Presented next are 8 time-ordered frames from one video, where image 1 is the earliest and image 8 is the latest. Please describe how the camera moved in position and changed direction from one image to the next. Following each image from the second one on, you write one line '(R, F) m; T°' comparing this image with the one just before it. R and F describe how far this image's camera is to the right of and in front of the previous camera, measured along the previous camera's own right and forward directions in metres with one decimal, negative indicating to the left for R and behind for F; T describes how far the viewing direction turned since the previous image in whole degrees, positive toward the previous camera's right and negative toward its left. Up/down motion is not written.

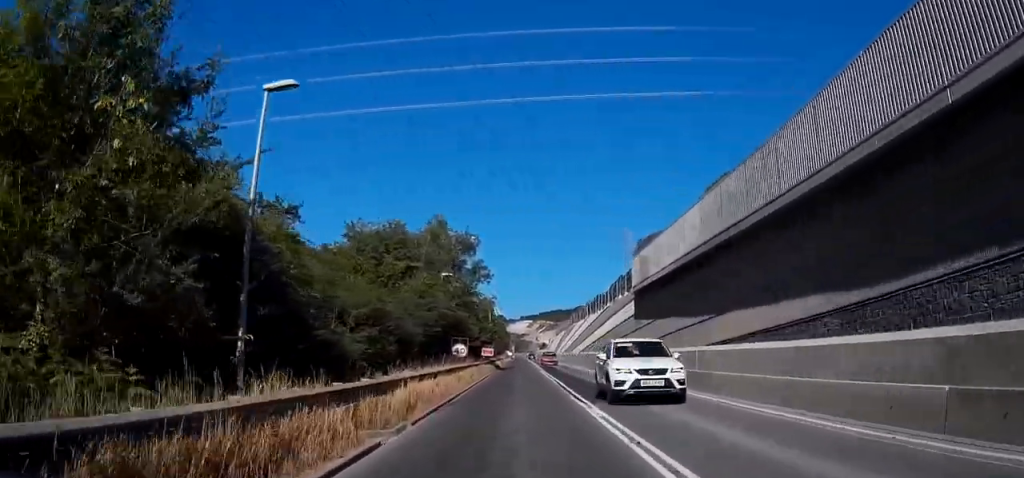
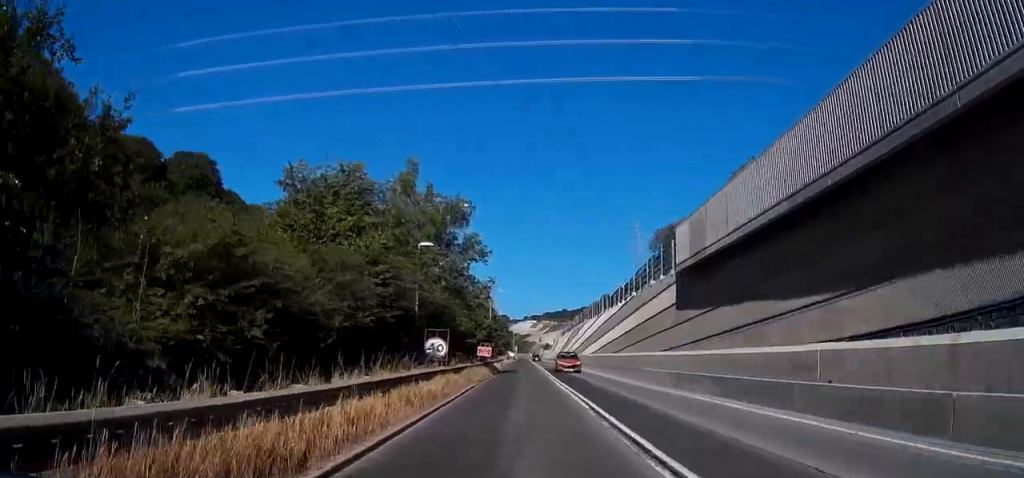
(0.0, +11.0) m; 0°
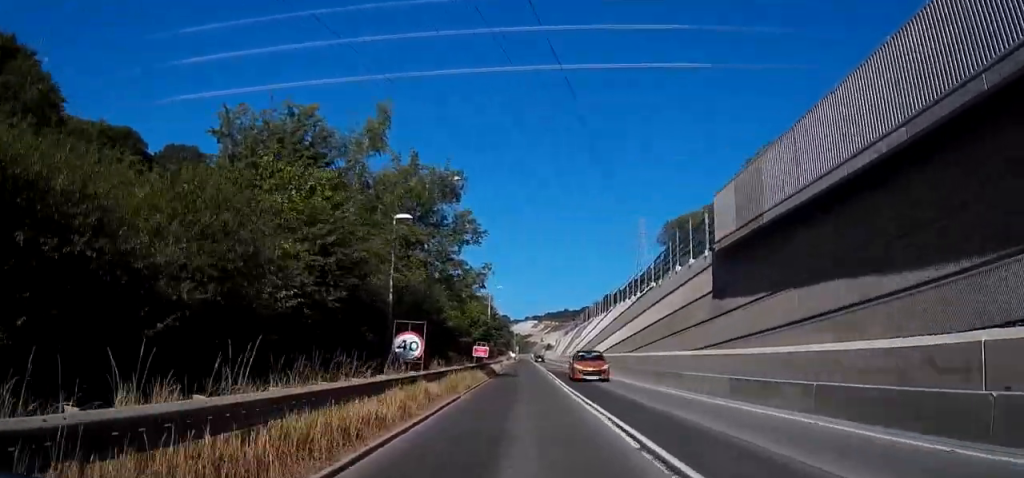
(0.0, +6.3) m; 0°
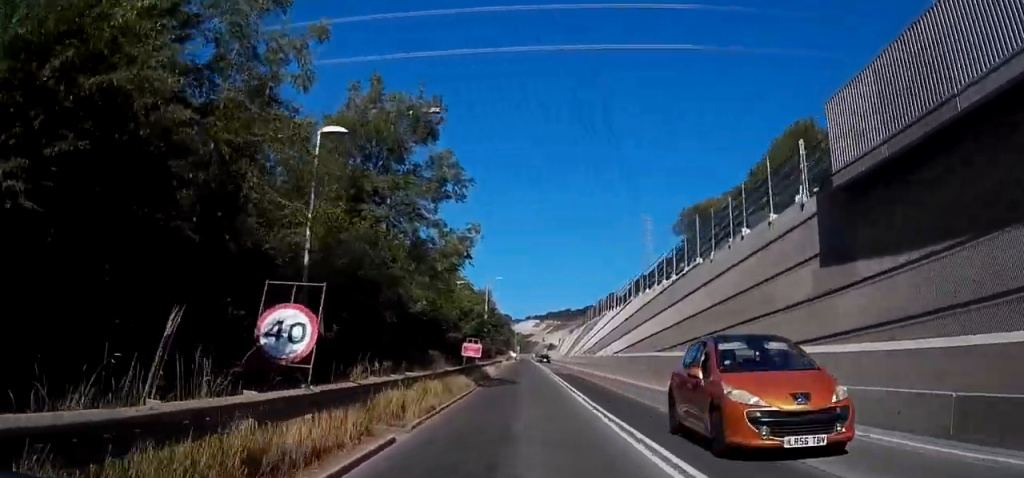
(-0.1, +9.1) m; 0°
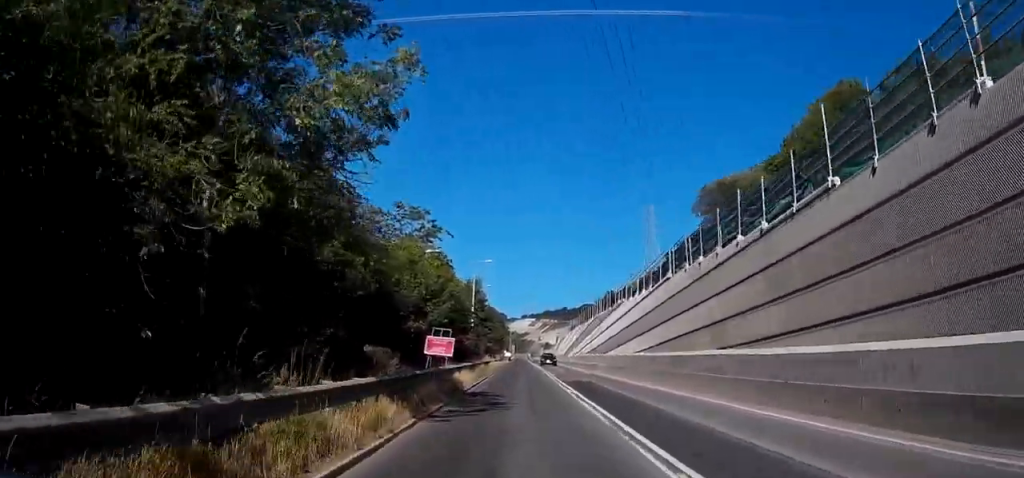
(-0.1, +12.3) m; -1°
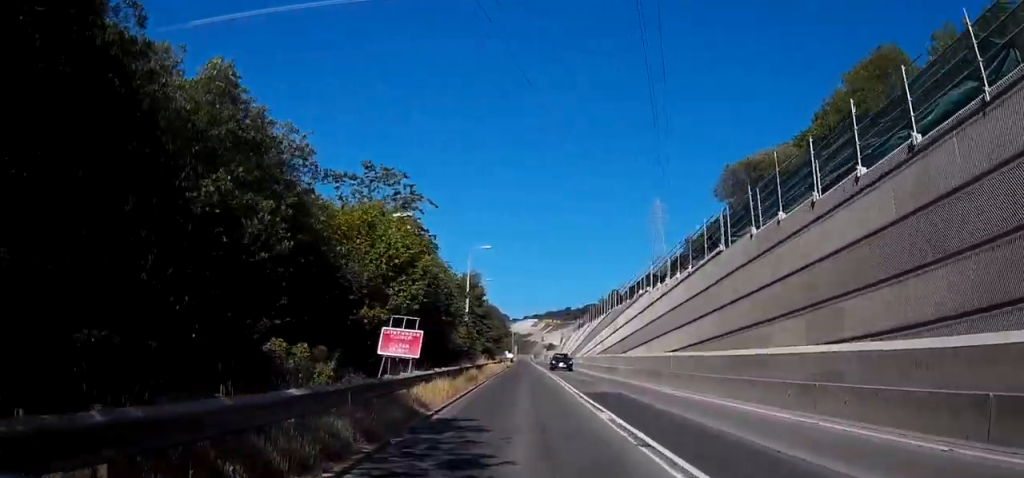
(0.0, +8.0) m; 0°
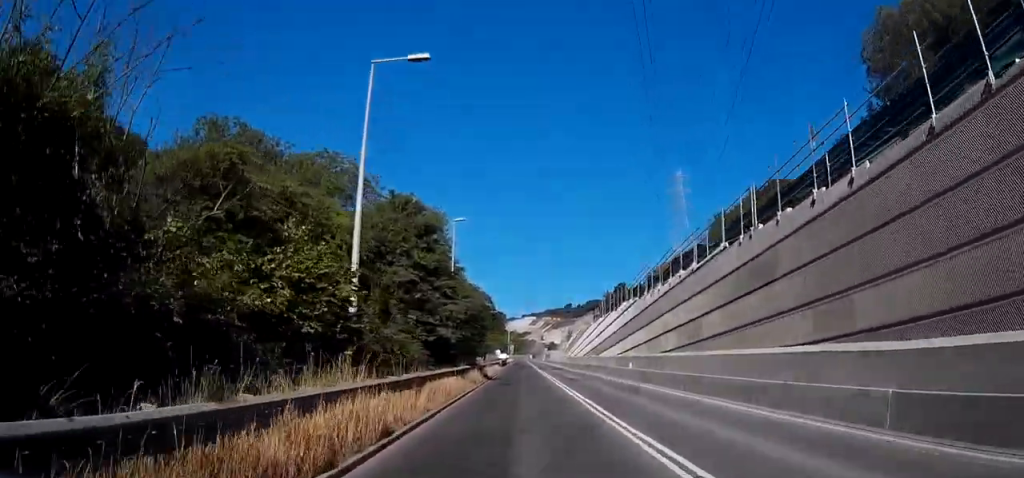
(+0.7, +36.1) m; +2°
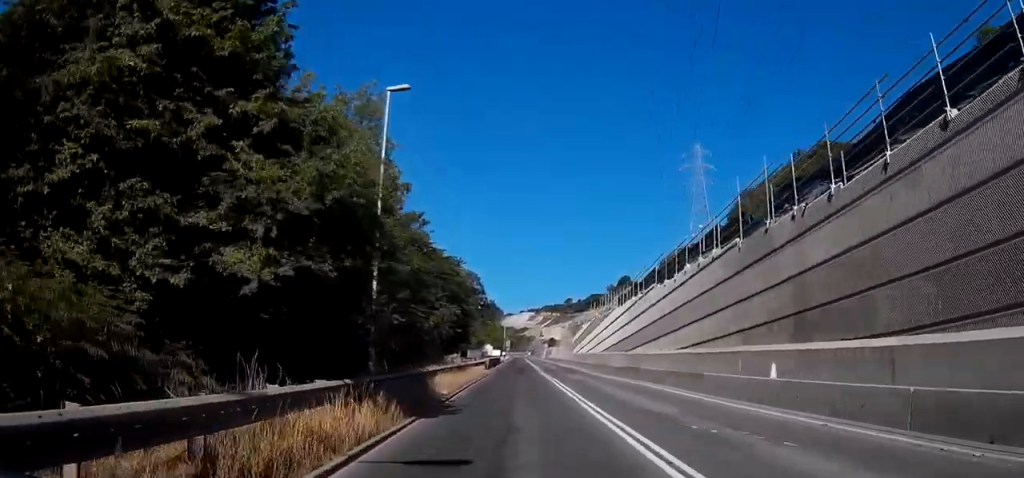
(-0.2, +24.1) m; -1°
